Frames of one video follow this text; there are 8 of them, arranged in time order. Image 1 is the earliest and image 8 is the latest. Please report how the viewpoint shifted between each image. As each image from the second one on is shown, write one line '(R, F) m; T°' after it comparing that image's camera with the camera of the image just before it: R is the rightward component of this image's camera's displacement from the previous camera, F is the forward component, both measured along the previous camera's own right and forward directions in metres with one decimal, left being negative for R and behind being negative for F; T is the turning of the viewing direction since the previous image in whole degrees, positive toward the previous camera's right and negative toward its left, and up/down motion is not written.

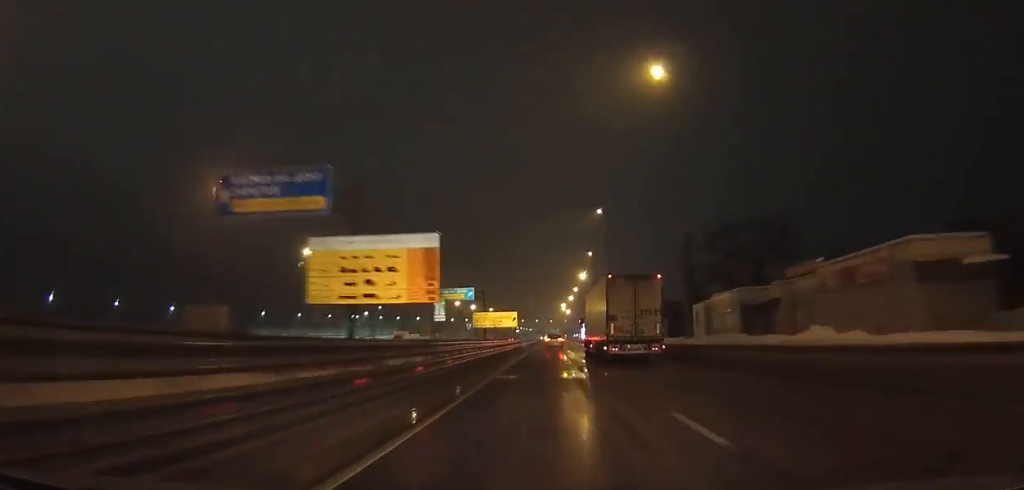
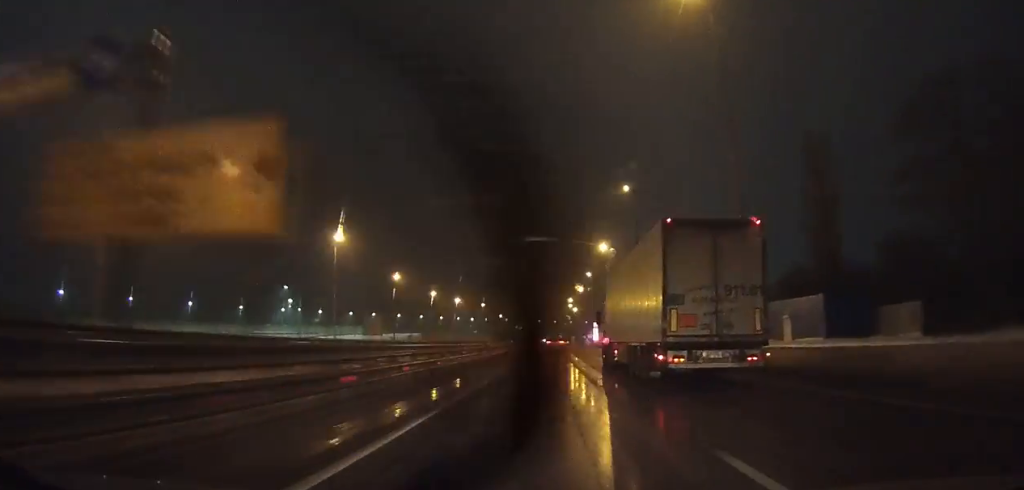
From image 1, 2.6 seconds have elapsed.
(-0.1, +62.4) m; 0°
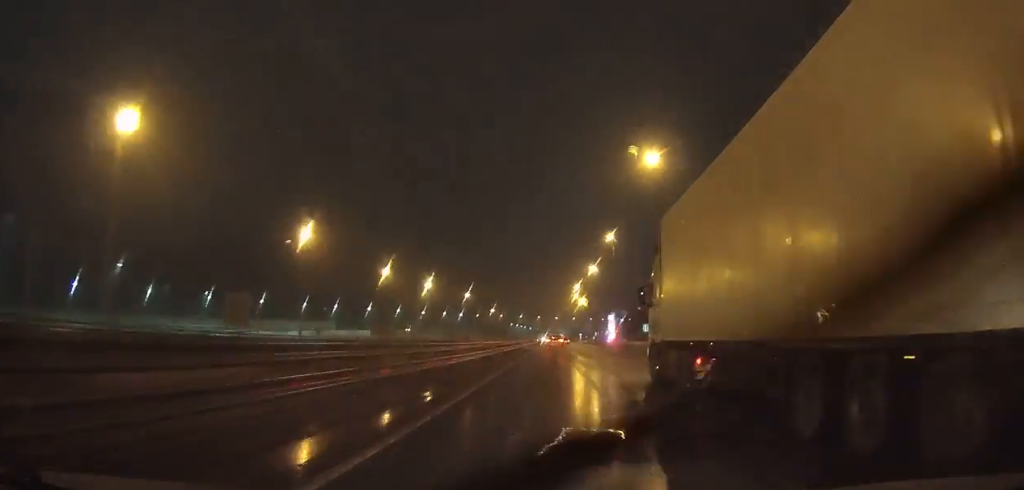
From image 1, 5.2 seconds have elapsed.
(0.0, +62.3) m; 0°
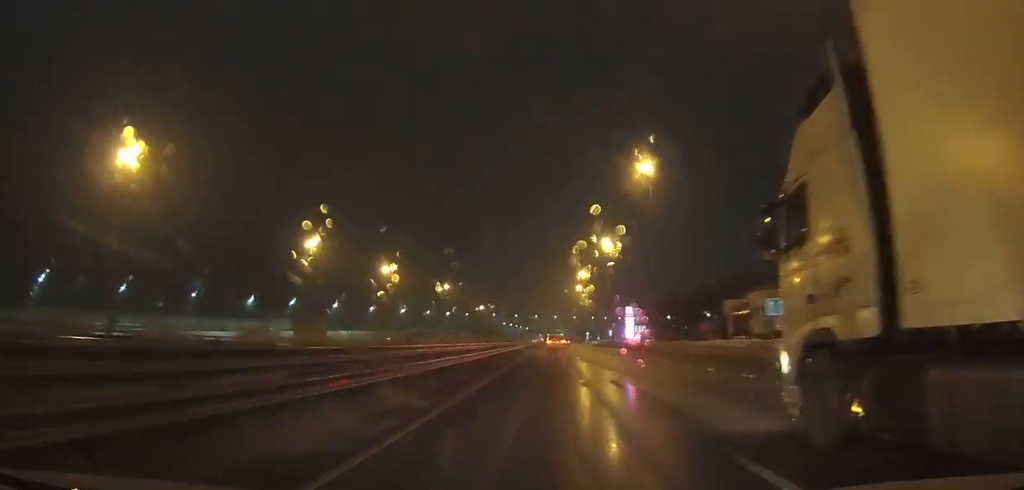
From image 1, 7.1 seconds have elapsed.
(0.0, +45.2) m; 0°
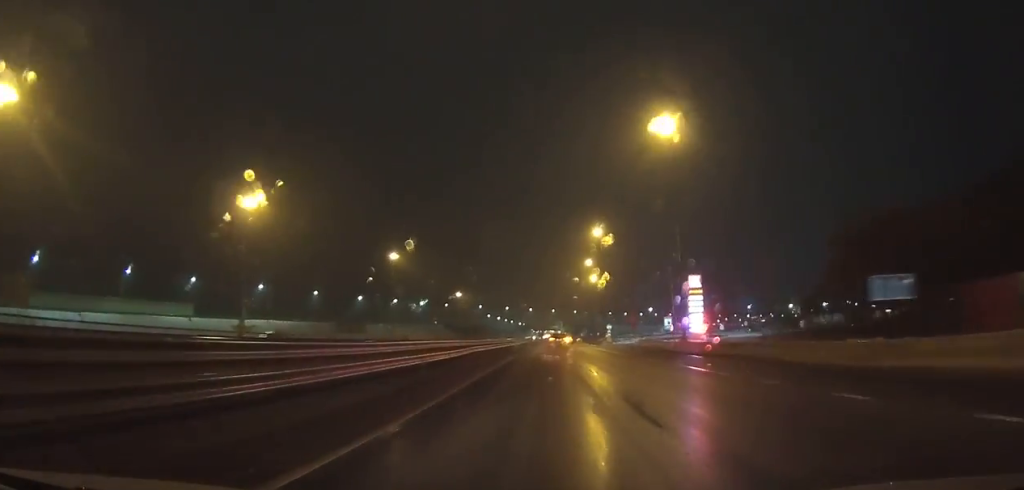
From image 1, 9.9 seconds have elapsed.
(+0.1, +66.0) m; +1°
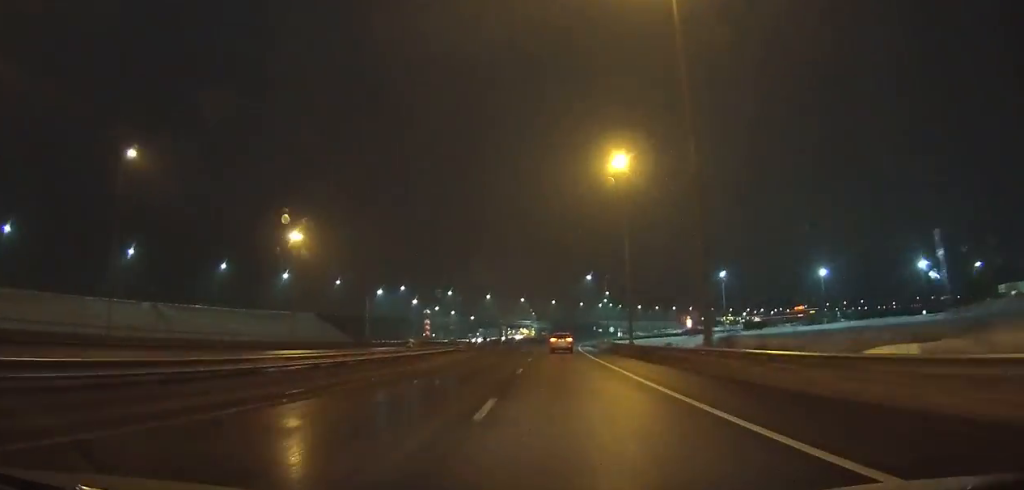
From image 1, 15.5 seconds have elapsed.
(+2.0, +127.5) m; +2°
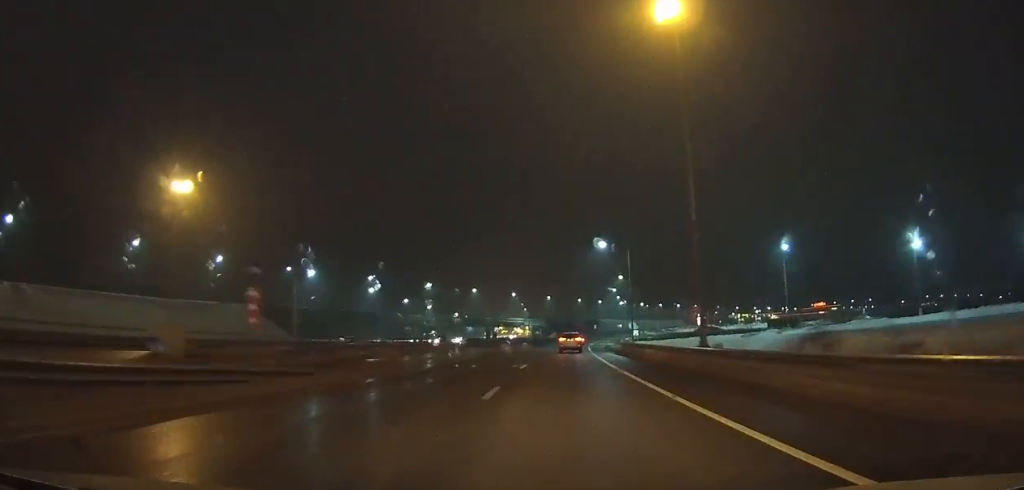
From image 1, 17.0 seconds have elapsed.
(-0.2, +33.3) m; +1°
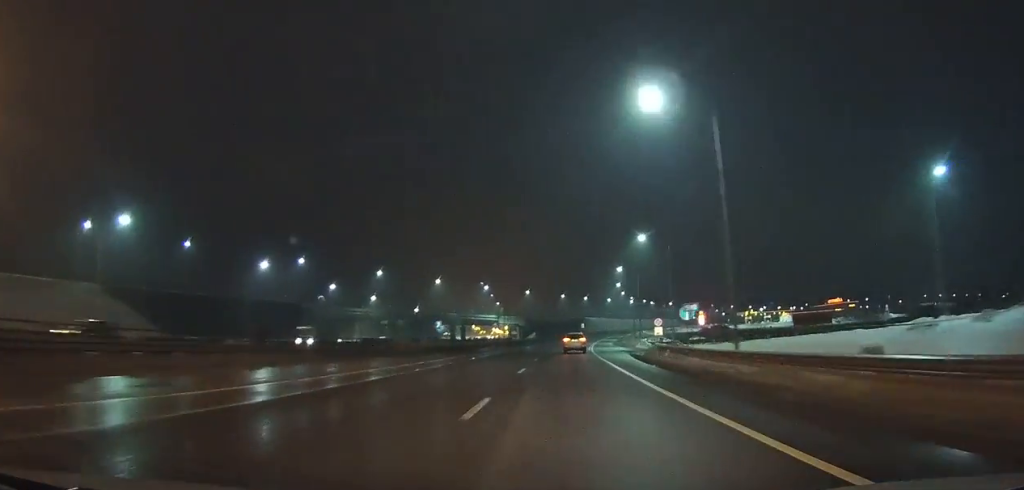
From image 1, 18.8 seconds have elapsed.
(+0.9, +39.1) m; +2°
